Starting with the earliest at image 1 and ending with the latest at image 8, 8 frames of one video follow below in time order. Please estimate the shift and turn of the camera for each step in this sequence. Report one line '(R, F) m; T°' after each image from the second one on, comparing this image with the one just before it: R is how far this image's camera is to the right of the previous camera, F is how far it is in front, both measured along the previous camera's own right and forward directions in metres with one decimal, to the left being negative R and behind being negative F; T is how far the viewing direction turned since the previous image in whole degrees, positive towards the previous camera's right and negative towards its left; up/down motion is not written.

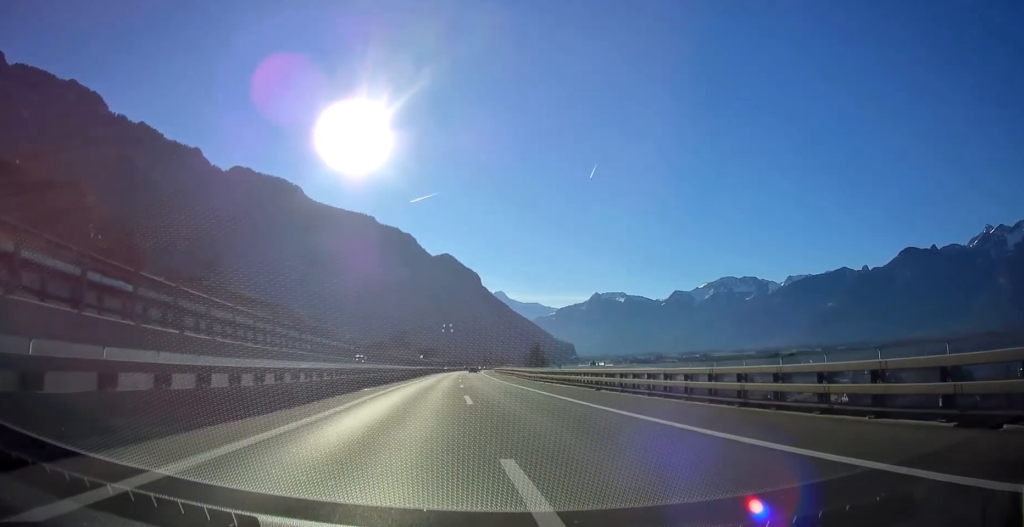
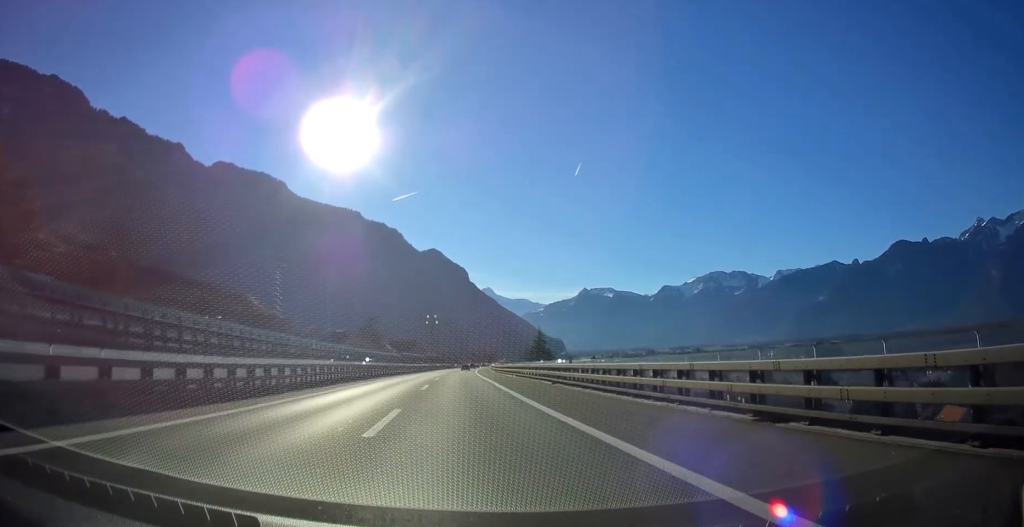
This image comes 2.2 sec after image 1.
(+1.3, +63.8) m; +2°
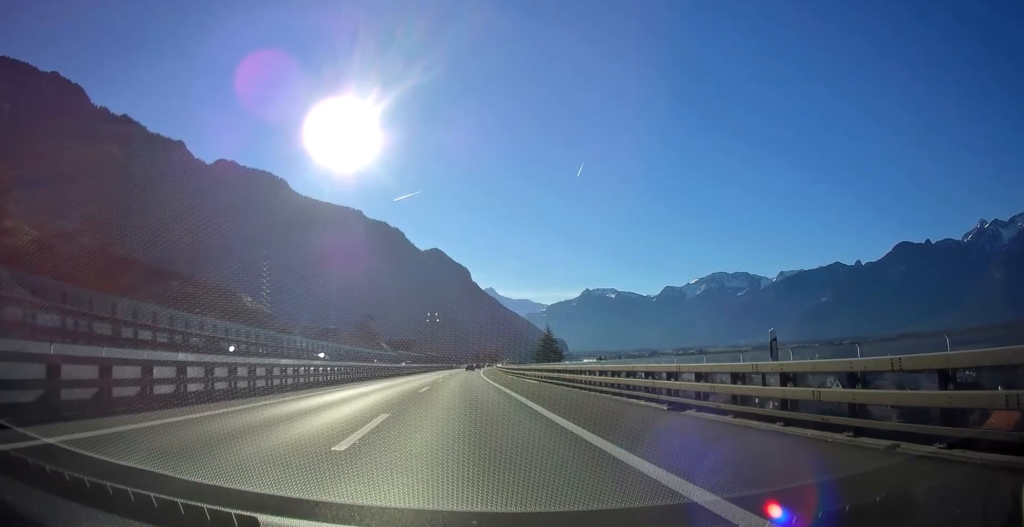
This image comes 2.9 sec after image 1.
(0.0, +20.0) m; 0°
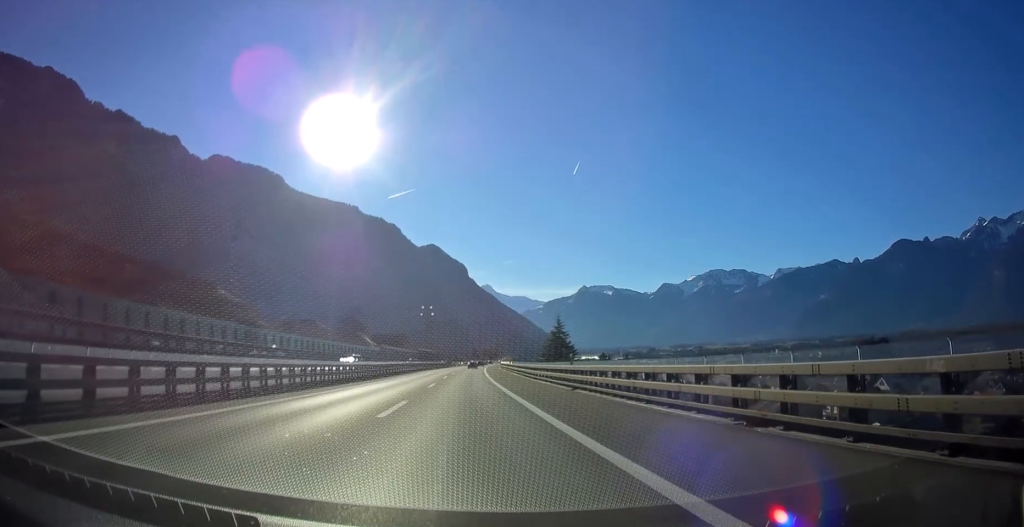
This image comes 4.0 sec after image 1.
(0.0, +30.3) m; 0°
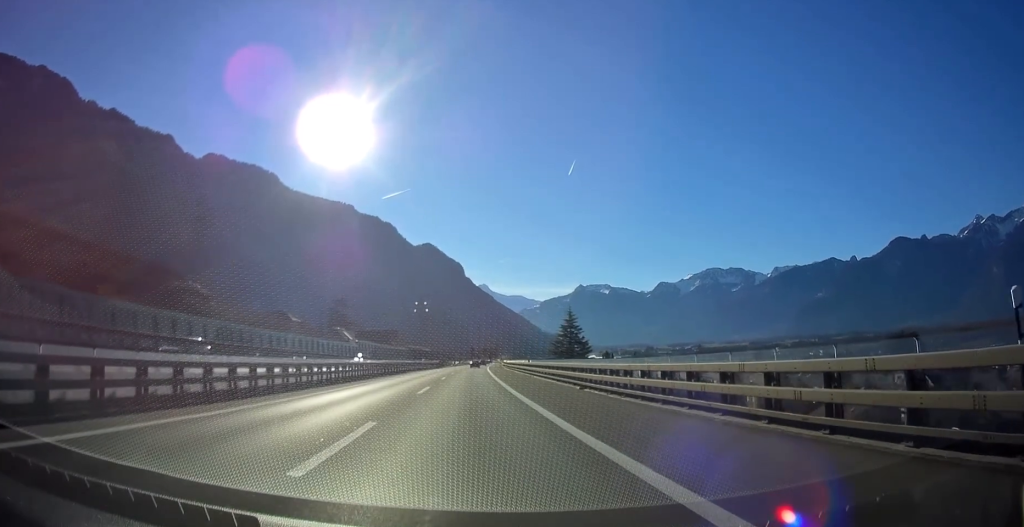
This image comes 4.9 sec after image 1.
(0.0, +24.6) m; 0°
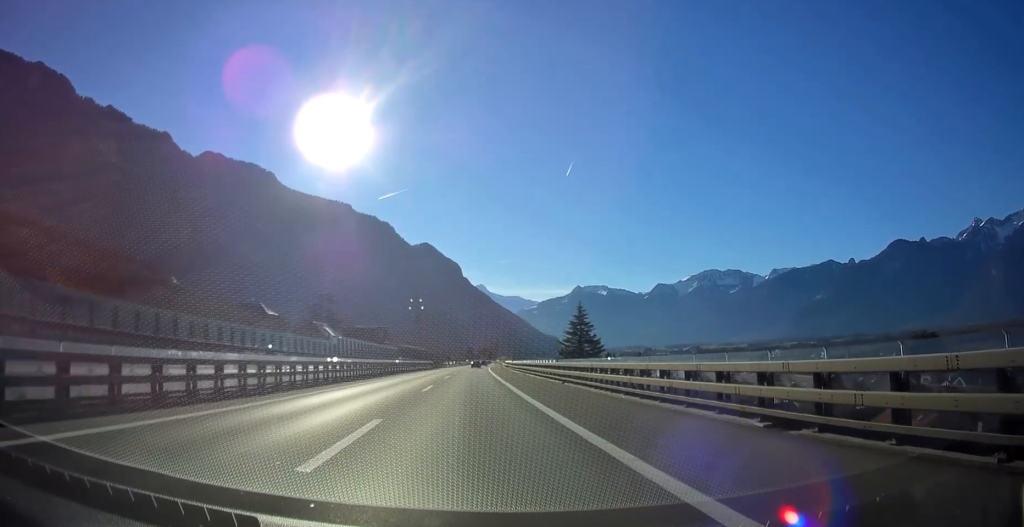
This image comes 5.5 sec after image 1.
(+0.1, +18.0) m; 0°
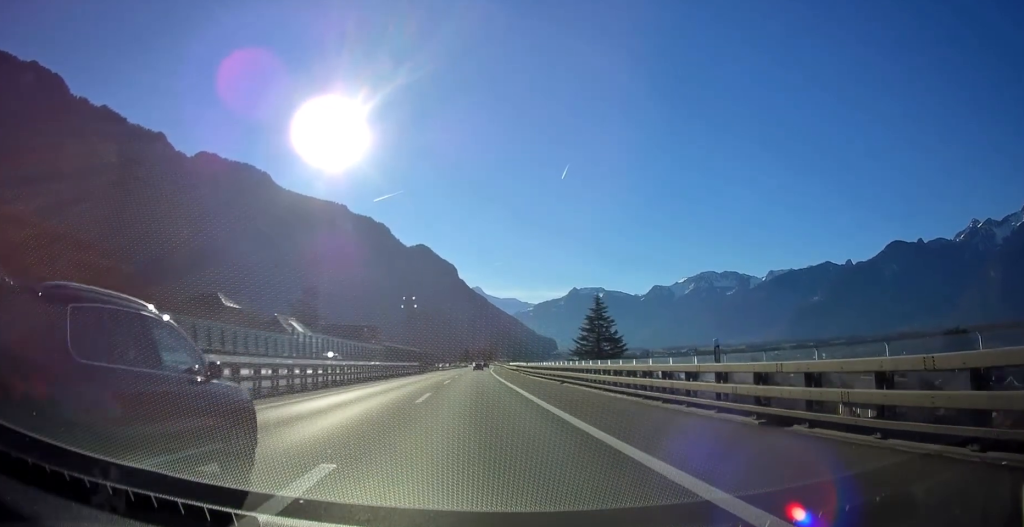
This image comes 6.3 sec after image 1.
(+0.1, +23.7) m; +1°
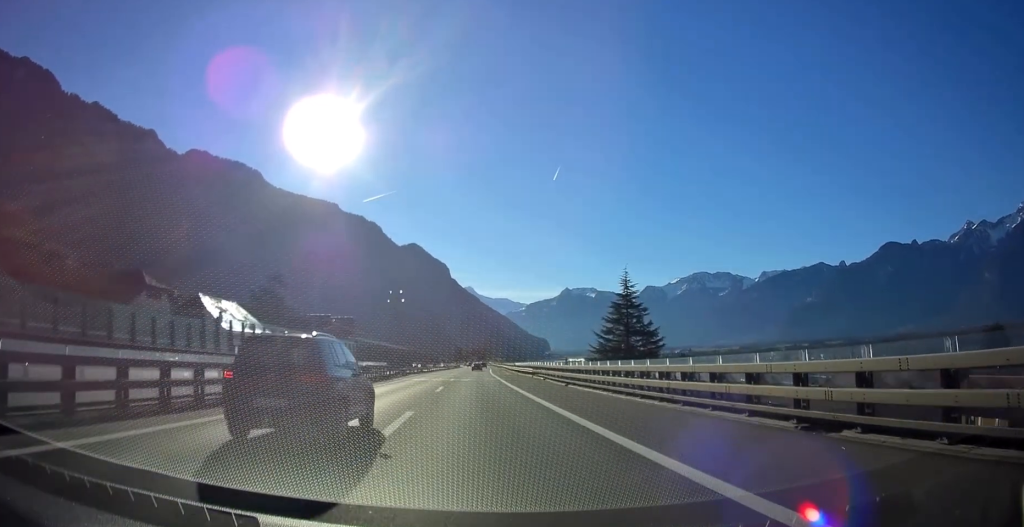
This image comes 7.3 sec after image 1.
(+0.2, +27.5) m; +1°
